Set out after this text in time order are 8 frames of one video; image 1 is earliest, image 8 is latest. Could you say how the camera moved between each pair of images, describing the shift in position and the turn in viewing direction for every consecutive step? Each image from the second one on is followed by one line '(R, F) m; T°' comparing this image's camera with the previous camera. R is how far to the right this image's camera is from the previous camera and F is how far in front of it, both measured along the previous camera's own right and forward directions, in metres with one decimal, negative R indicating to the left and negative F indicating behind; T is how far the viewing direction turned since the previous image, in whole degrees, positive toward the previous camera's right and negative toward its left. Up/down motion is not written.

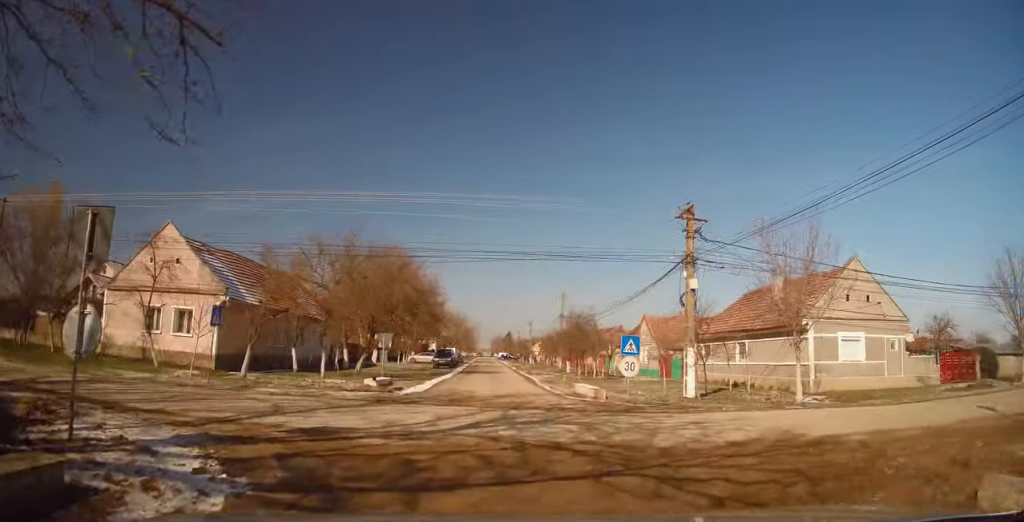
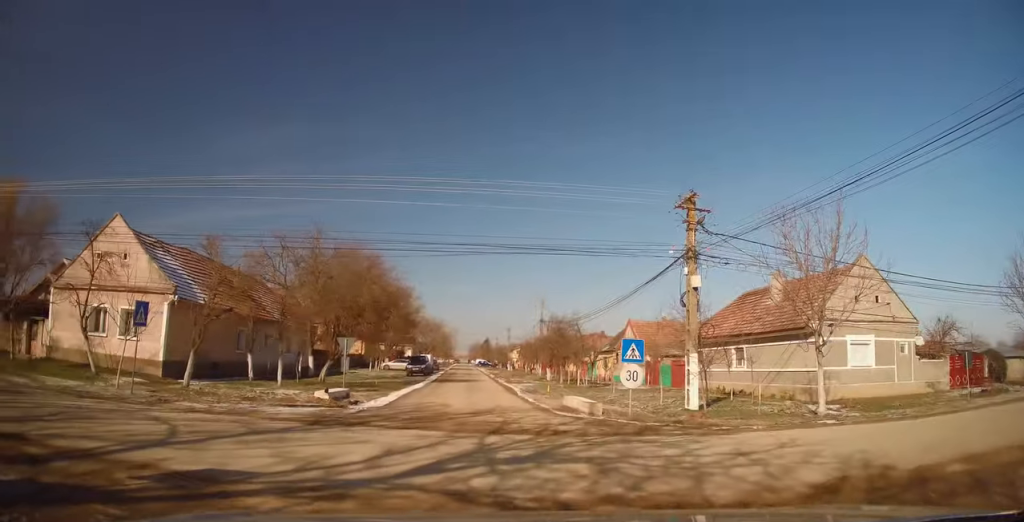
(0.0, +3.6) m; +2°
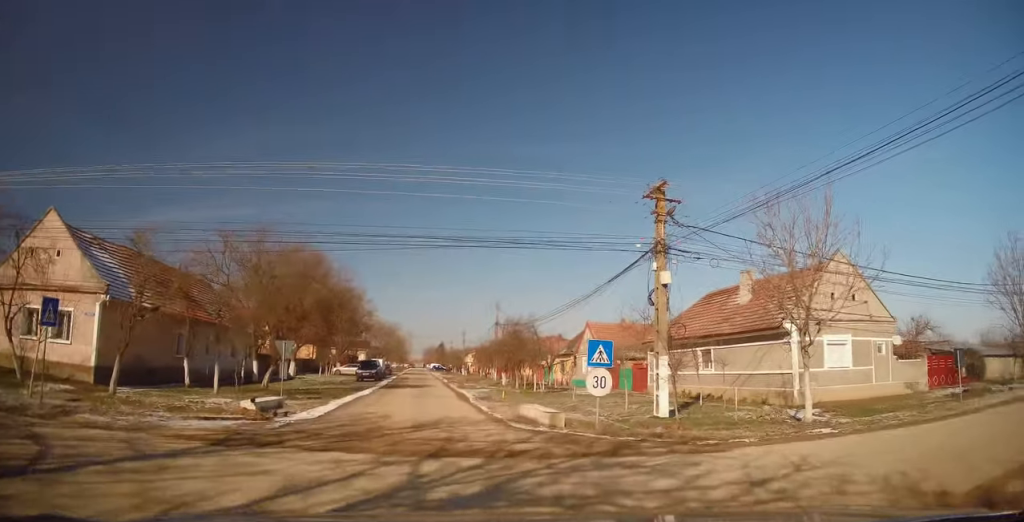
(+0.1, +2.7) m; +4°
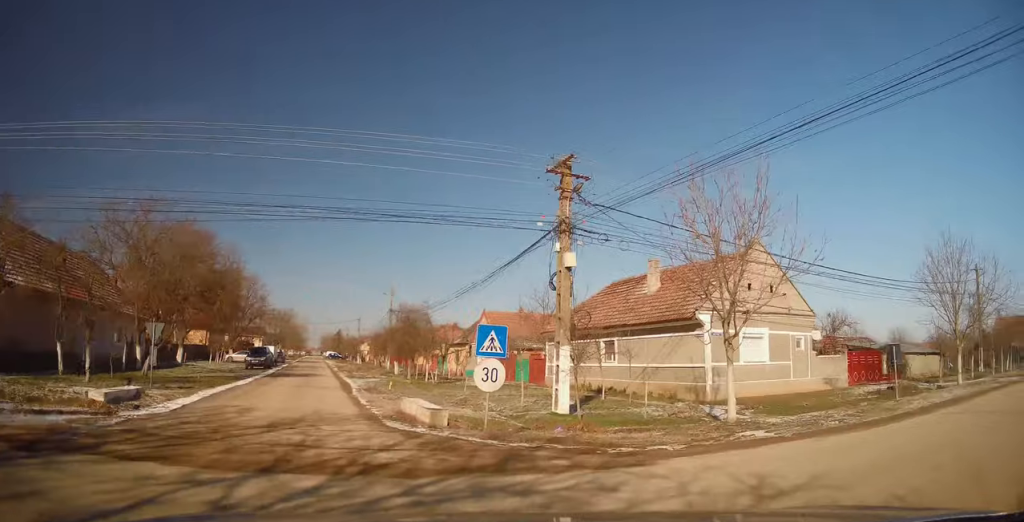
(0.0, +2.9) m; +9°
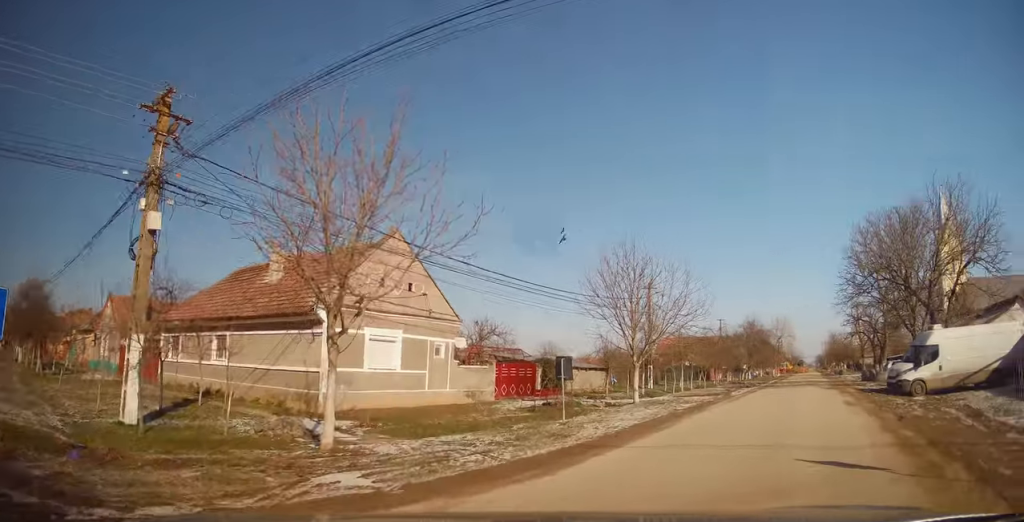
(+1.7, +3.9) m; +45°
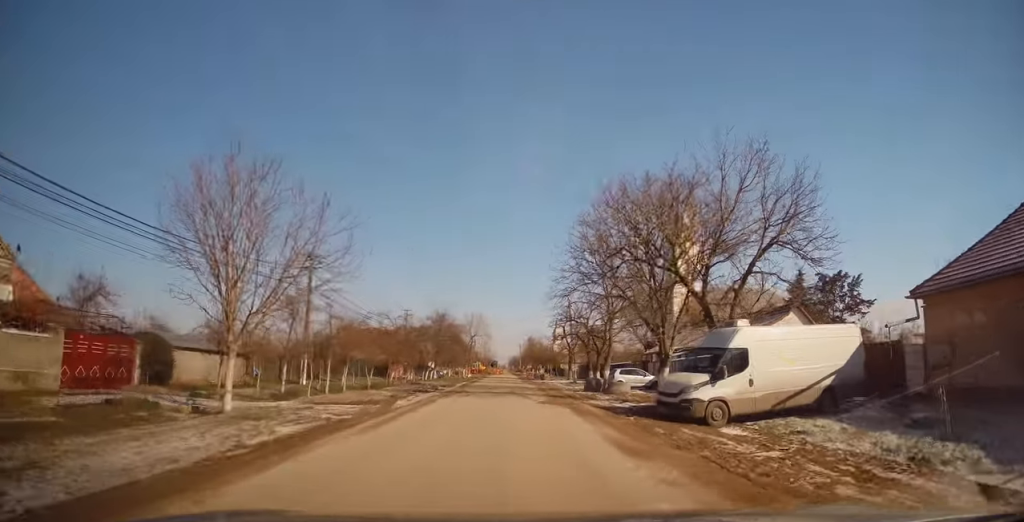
(+2.9, +7.6) m; +26°
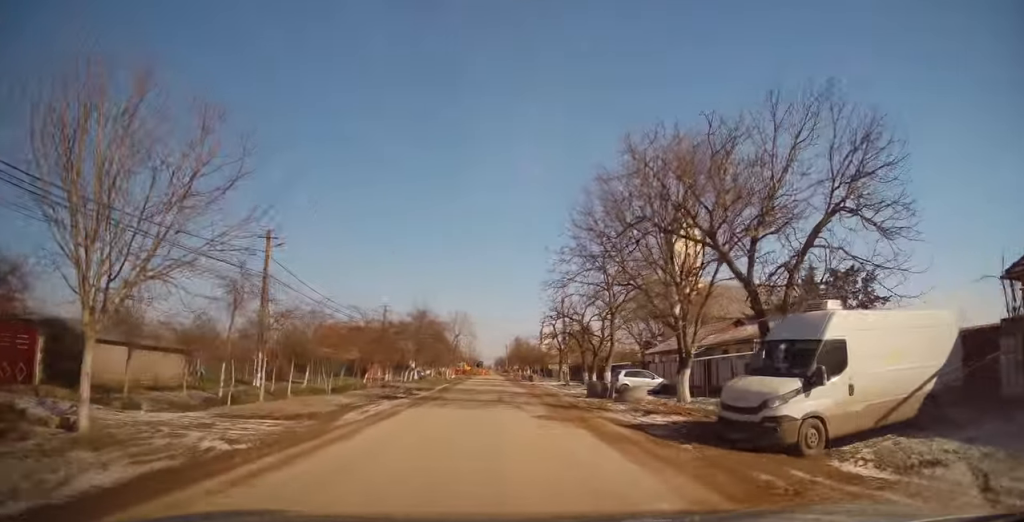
(+0.1, +4.1) m; +1°
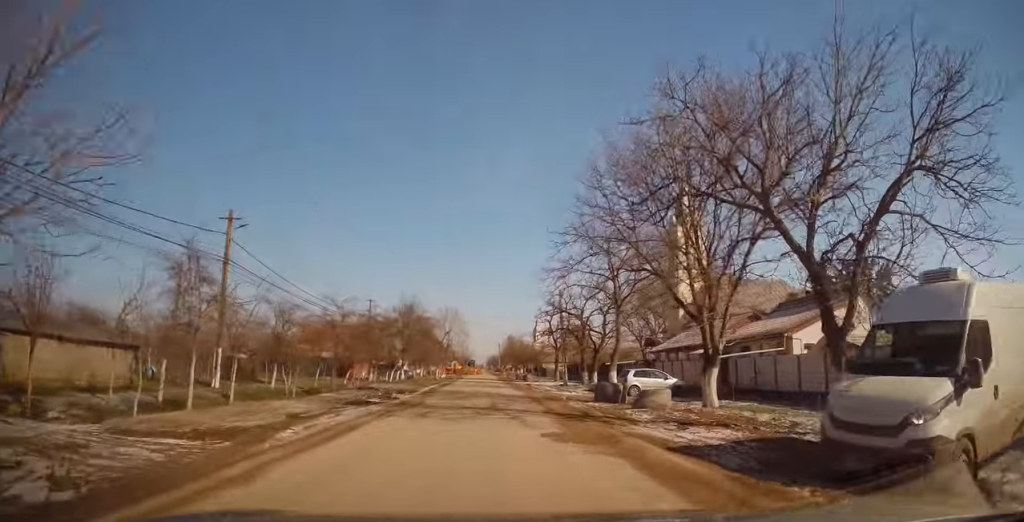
(0.0, +3.3) m; 0°
